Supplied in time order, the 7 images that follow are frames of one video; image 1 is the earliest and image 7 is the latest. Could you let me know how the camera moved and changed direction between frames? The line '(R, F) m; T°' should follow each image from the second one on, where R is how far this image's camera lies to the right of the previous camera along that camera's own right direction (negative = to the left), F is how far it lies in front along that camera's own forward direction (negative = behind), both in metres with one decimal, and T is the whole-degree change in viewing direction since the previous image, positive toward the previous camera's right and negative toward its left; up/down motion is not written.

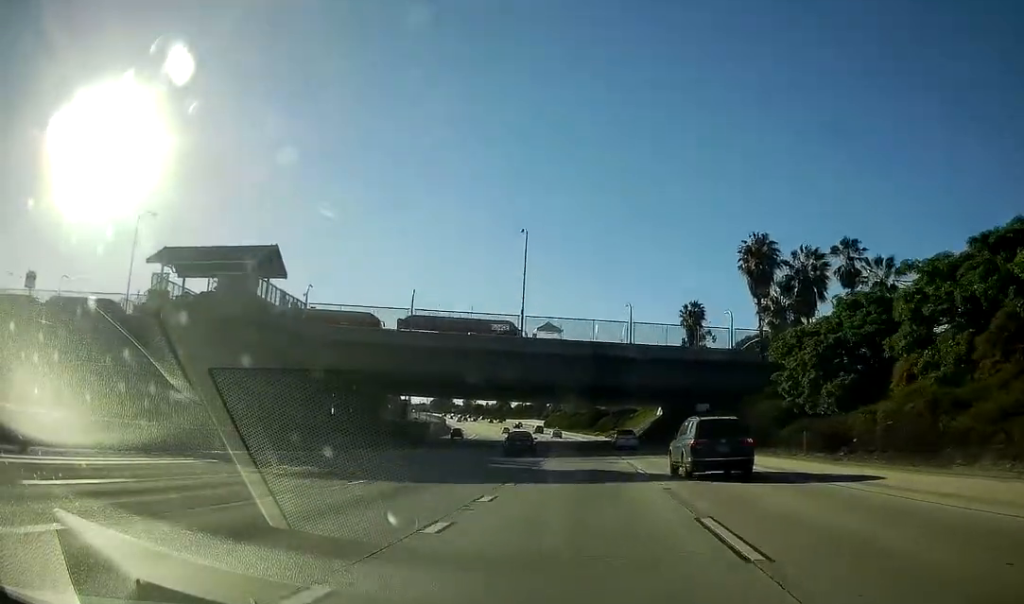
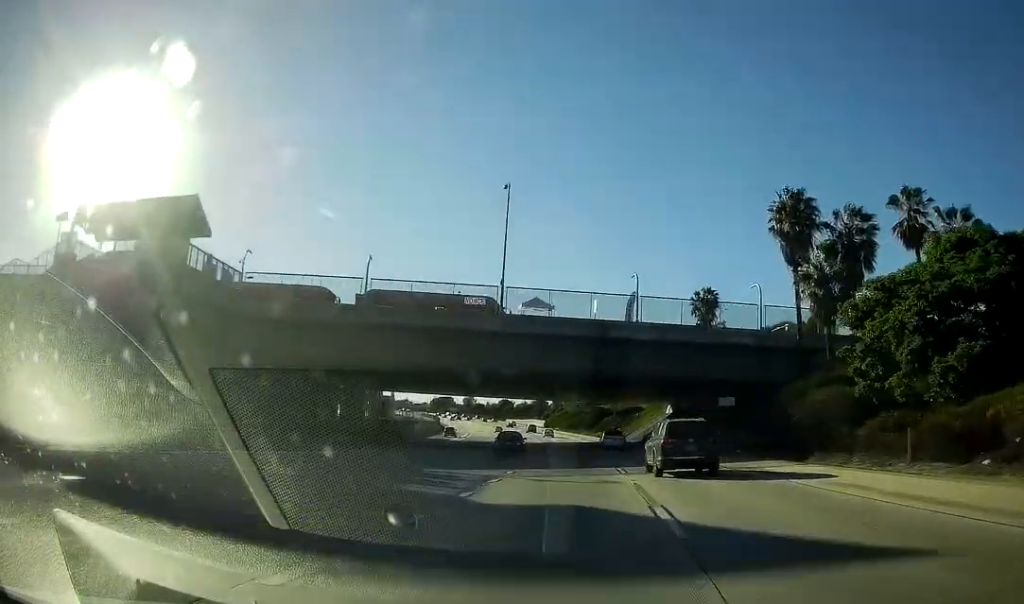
(0.0, +13.3) m; 0°
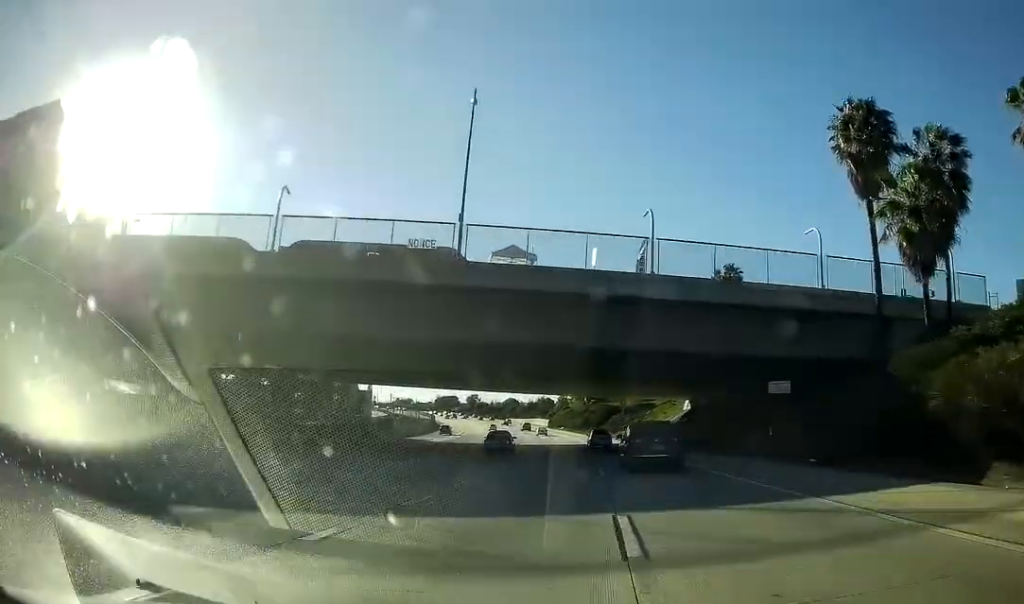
(-0.1, +15.3) m; -1°
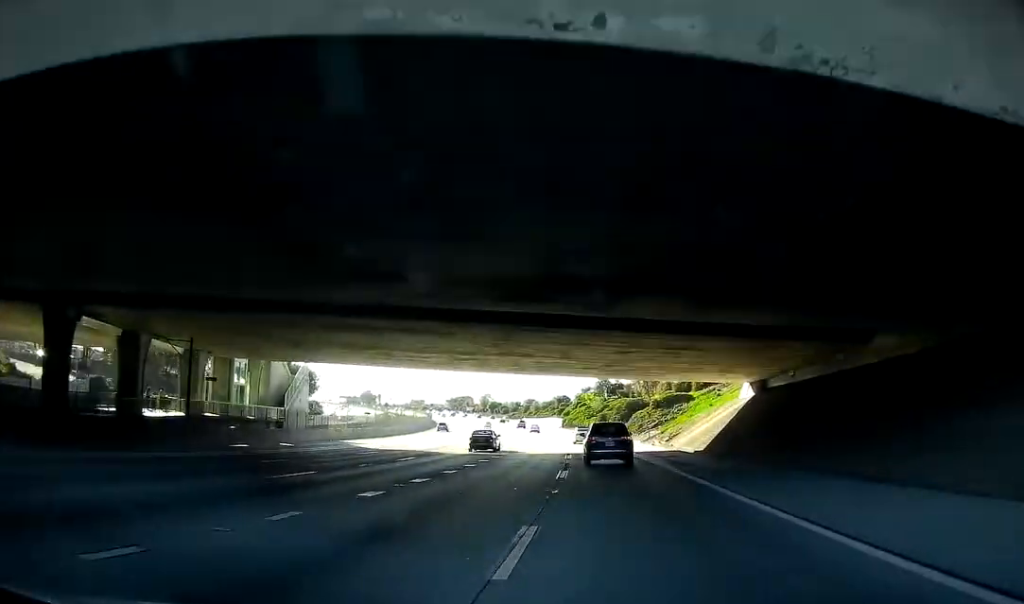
(-0.4, +30.7) m; -1°
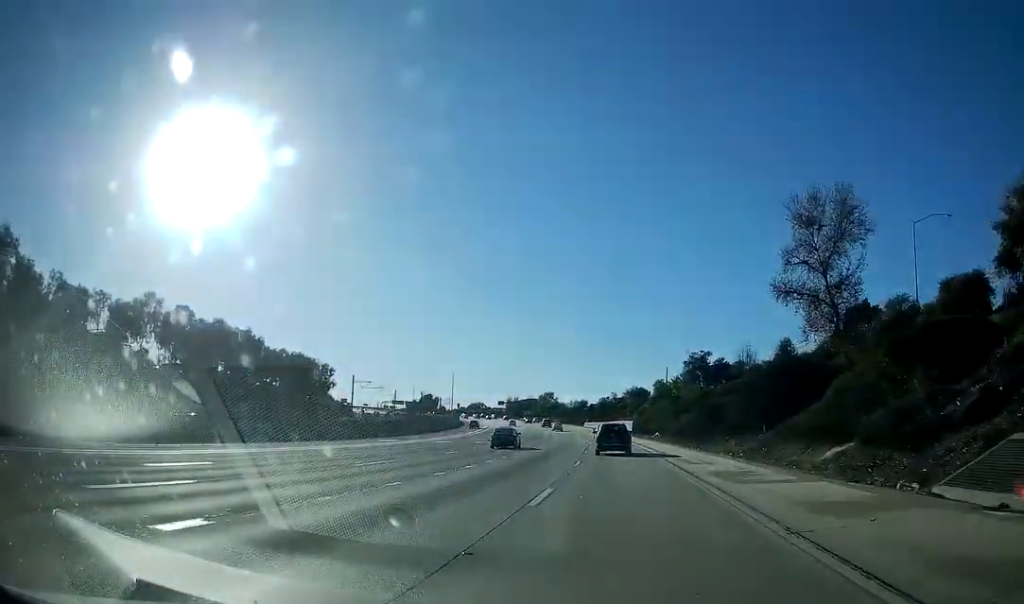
(-2.9, +65.3) m; -7°
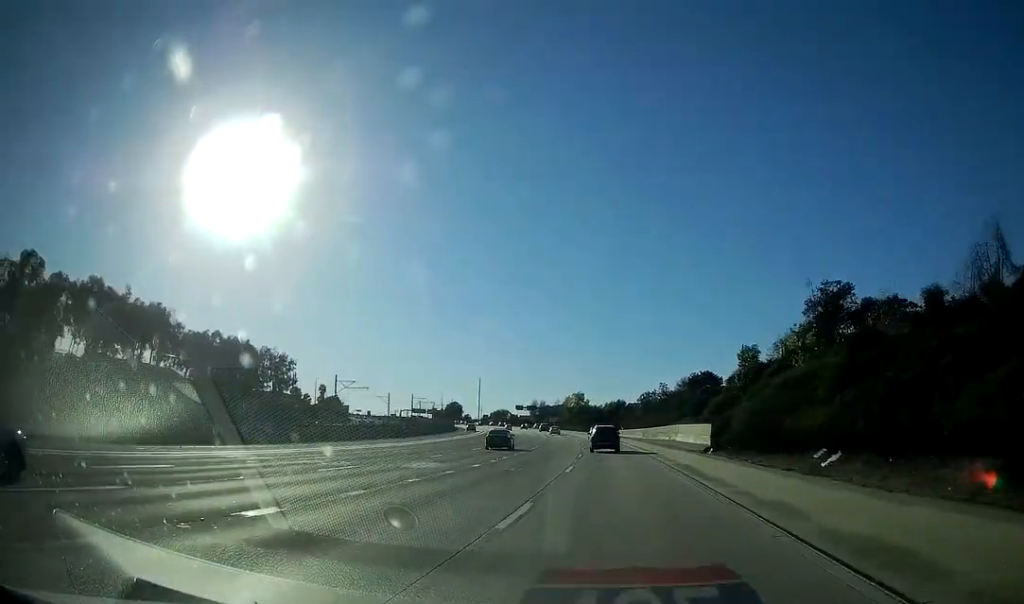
(-2.2, +60.9) m; -4°
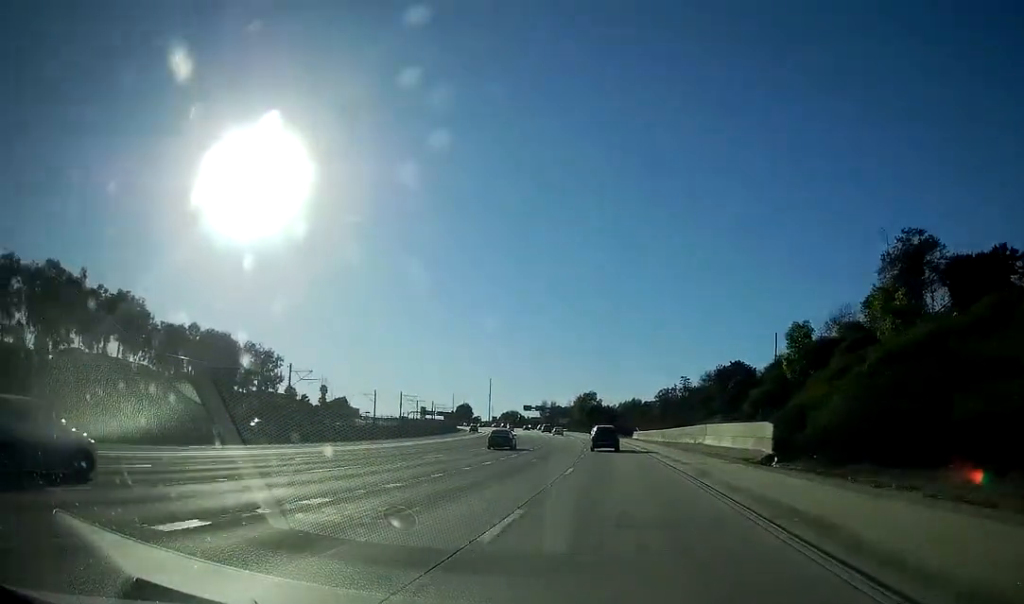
(-0.2, +16.4) m; -1°
